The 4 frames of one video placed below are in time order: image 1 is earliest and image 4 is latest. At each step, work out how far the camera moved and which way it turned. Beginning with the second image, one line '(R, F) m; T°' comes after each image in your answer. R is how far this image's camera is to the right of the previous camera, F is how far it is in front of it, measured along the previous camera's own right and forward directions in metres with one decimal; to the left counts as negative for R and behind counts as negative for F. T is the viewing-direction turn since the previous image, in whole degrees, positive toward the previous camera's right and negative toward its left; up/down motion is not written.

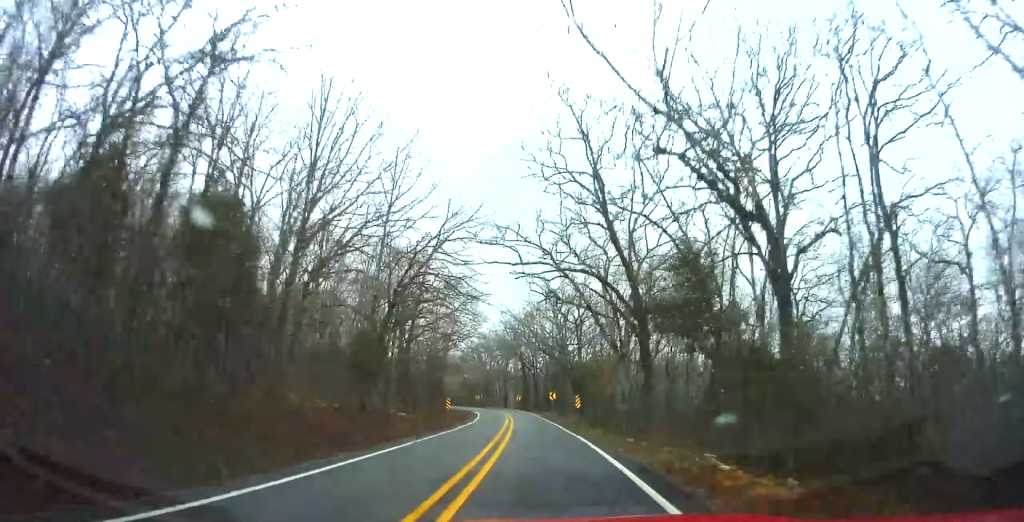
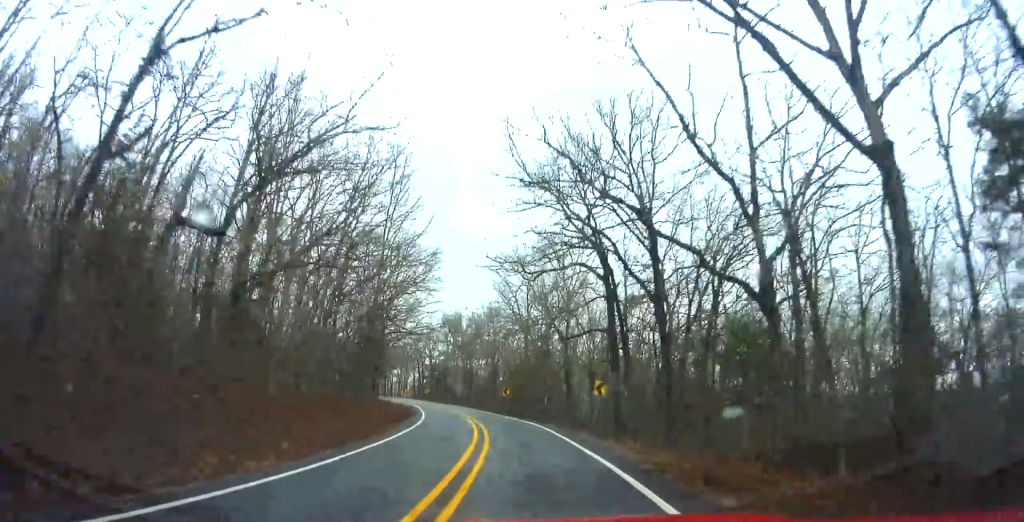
(-3.7, +77.0) m; -8°
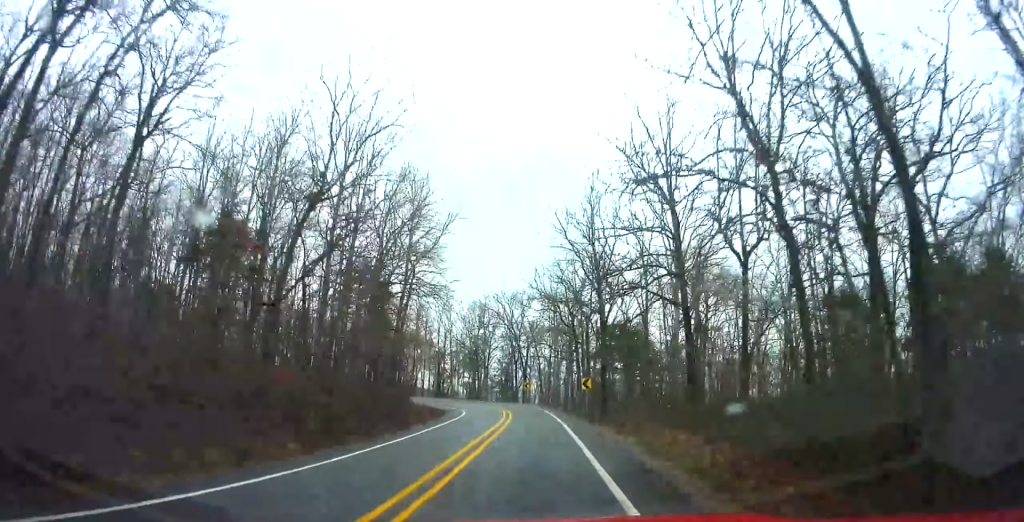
(-9.7, +78.4) m; -14°
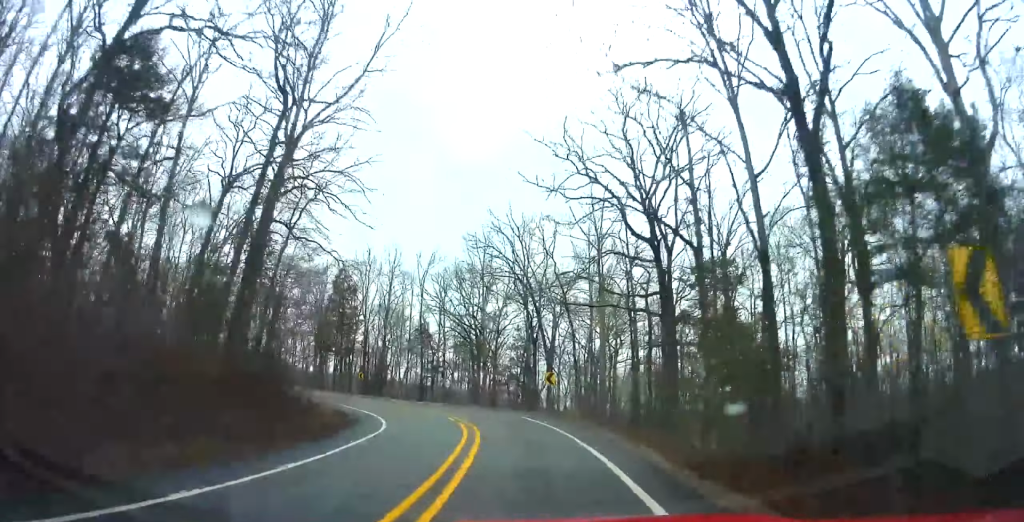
(-1.8, +31.9) m; -8°
